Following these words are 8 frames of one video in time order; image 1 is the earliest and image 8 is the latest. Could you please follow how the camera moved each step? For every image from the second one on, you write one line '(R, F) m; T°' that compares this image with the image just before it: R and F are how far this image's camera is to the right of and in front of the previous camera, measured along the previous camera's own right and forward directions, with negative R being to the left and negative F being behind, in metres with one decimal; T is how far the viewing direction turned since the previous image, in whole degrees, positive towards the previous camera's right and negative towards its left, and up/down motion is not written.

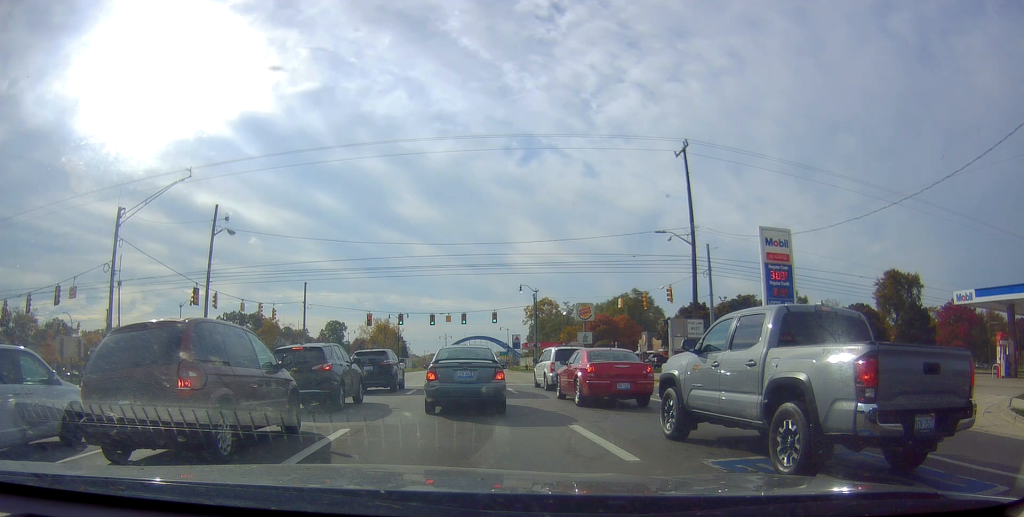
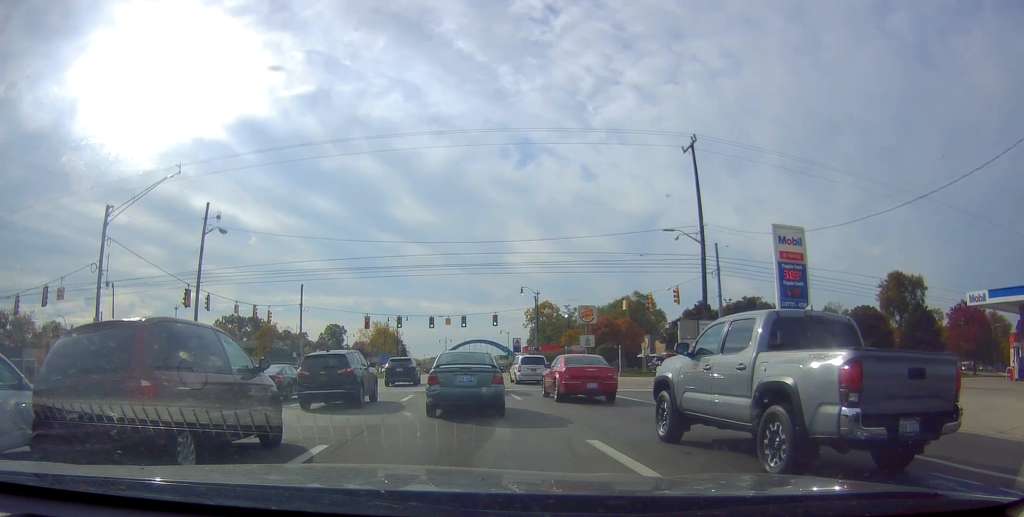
(0.0, 0.0) m; 0°
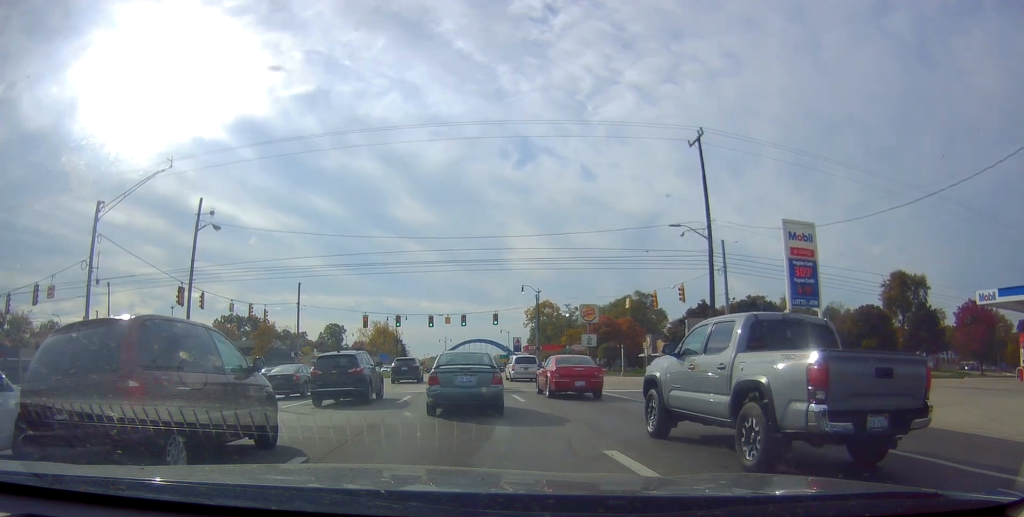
(0.0, +0.1) m; +1°
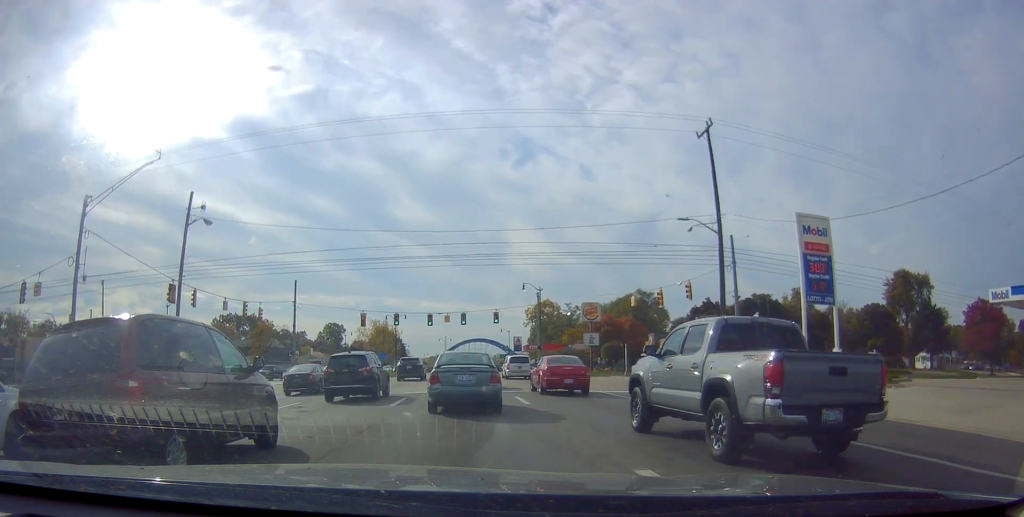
(0.0, +0.3) m; +3°
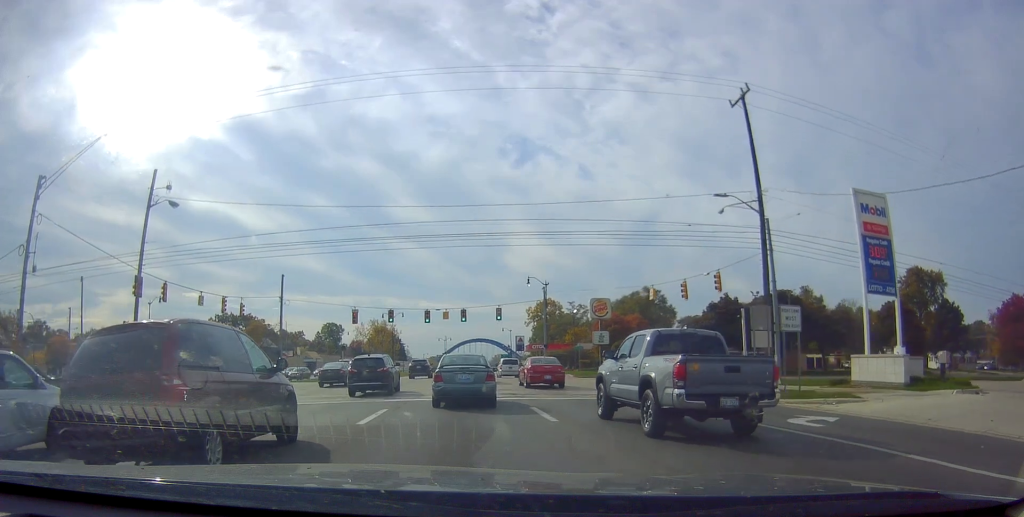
(+0.2, +3.1) m; -1°
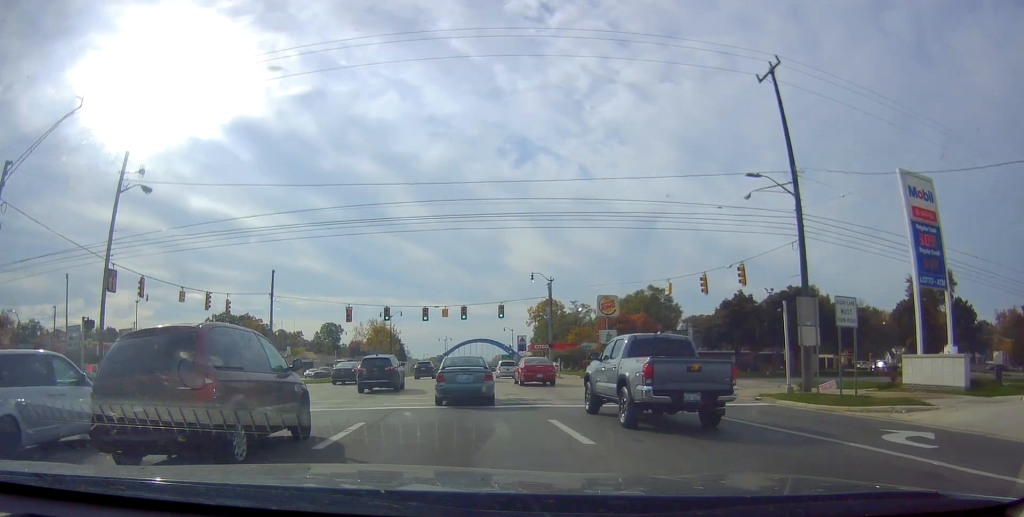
(-0.2, +3.5) m; +1°
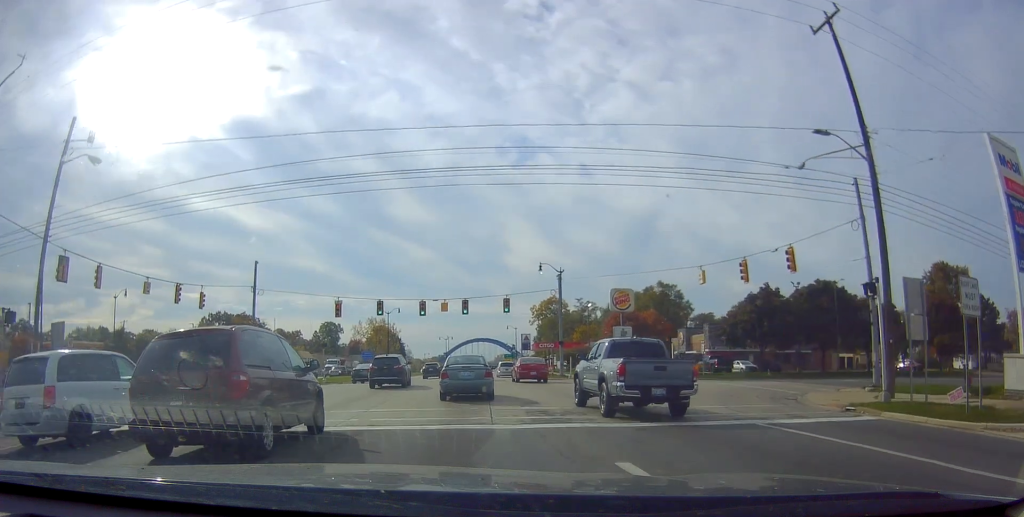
(+0.1, +5.3) m; +2°
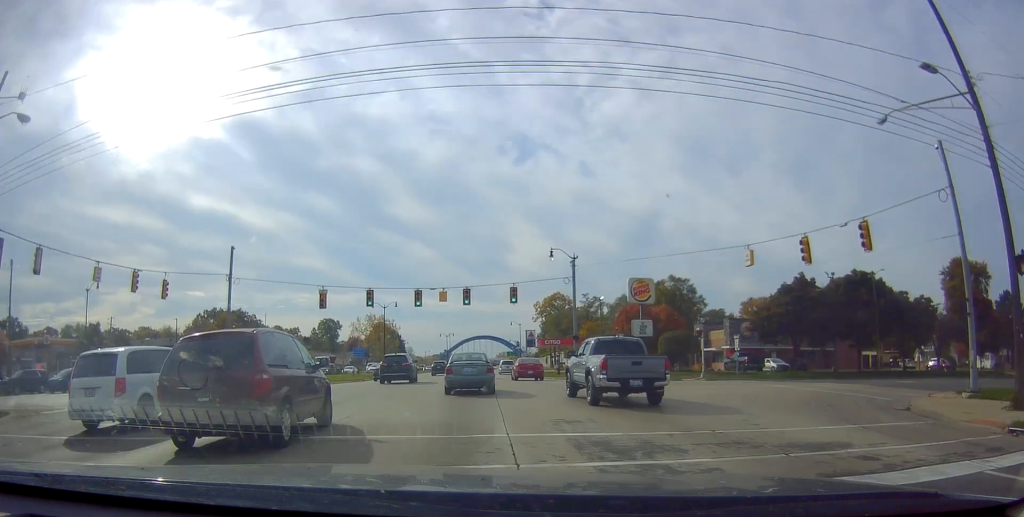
(+0.2, +6.0) m; 0°
